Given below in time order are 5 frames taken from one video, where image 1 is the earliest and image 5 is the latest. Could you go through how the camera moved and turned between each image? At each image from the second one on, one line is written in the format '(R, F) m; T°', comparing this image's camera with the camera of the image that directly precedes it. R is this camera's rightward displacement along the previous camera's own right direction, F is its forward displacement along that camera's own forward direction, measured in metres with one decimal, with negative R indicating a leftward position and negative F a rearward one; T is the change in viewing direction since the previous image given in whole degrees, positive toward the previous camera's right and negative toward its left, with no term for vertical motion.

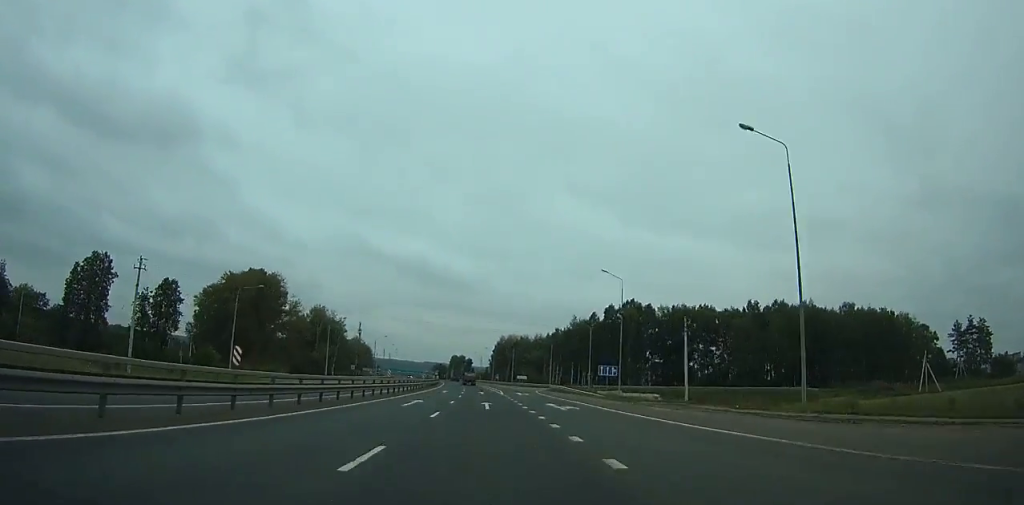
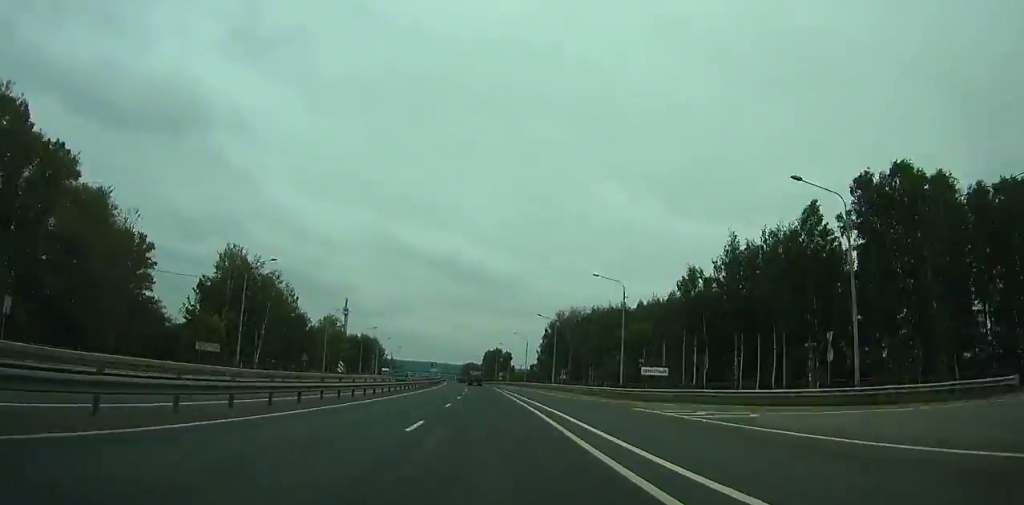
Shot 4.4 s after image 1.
(-3.4, +101.6) m; -4°
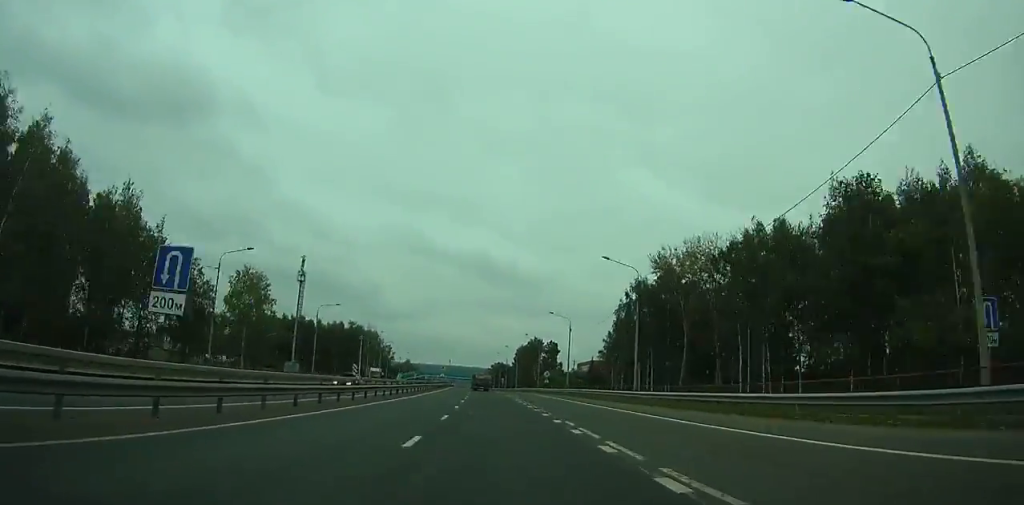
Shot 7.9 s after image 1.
(-1.7, +78.8) m; -3°
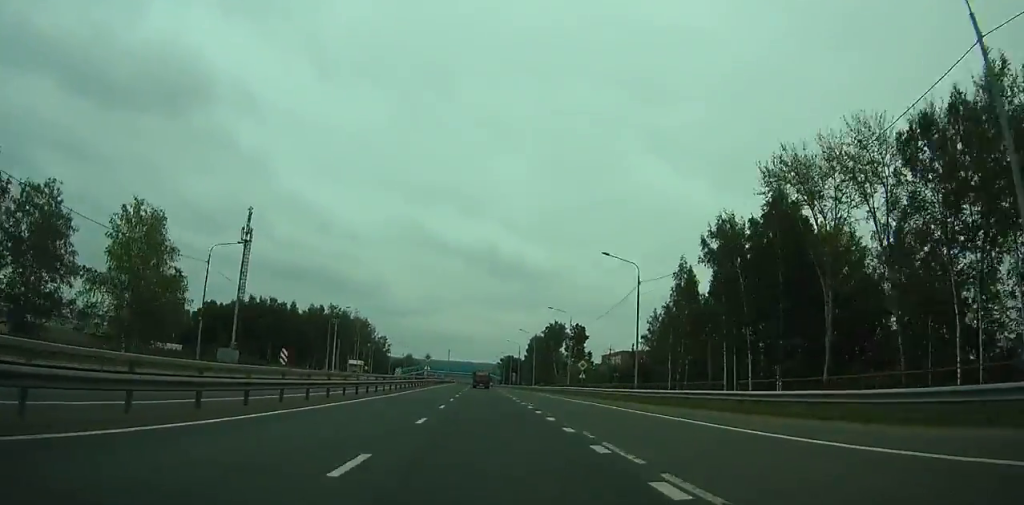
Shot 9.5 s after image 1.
(-0.7, +34.6) m; -1°
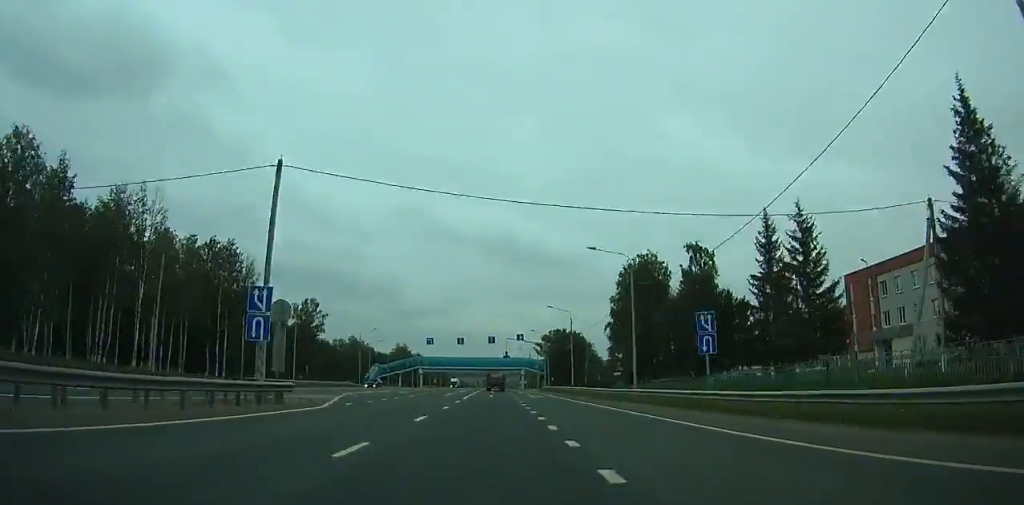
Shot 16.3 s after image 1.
(-3.6, +138.4) m; -3°
